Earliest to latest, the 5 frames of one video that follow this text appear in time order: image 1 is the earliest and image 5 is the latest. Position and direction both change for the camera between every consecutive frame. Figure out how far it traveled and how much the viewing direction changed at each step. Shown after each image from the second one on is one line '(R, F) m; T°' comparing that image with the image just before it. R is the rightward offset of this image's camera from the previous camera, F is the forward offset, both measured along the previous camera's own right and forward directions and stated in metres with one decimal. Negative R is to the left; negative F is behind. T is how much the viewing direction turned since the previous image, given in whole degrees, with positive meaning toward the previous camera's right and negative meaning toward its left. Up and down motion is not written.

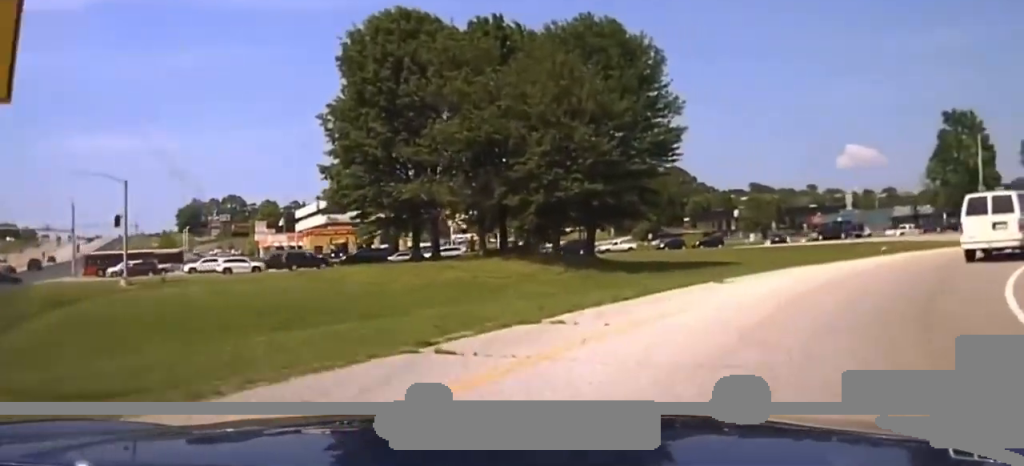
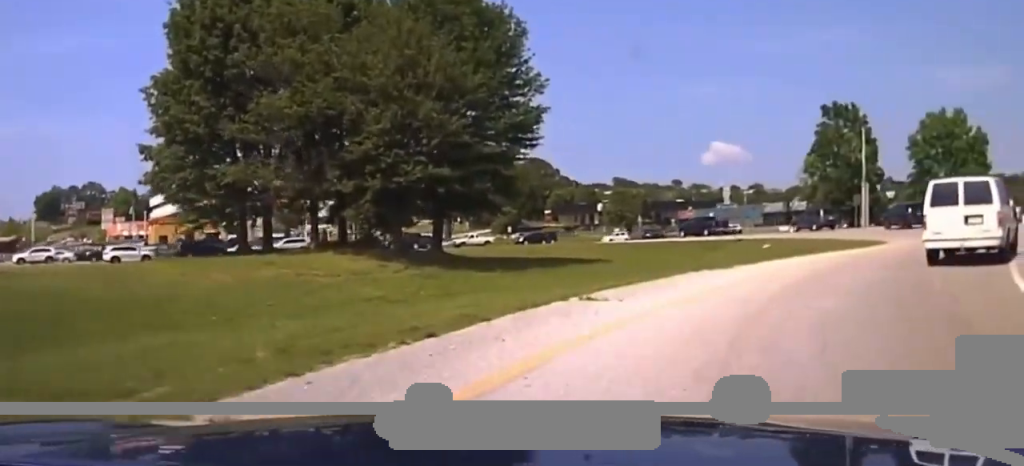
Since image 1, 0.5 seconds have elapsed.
(-0.1, +7.3) m; +7°
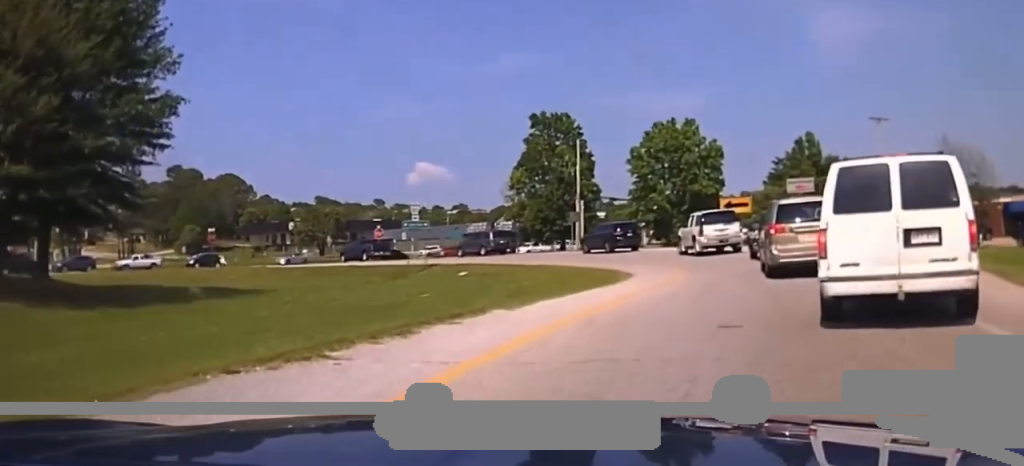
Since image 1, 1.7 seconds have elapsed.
(+3.4, +14.1) m; +22°
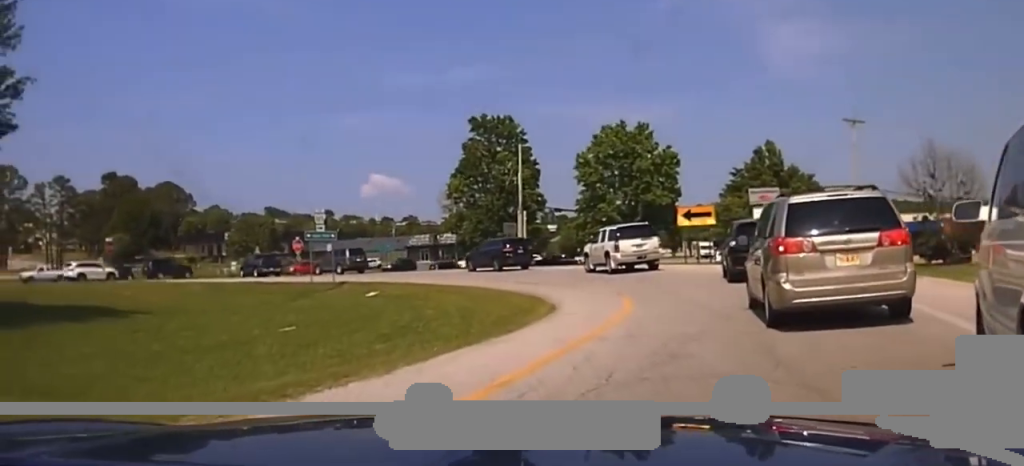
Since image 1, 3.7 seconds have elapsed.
(+1.4, +11.1) m; +4°
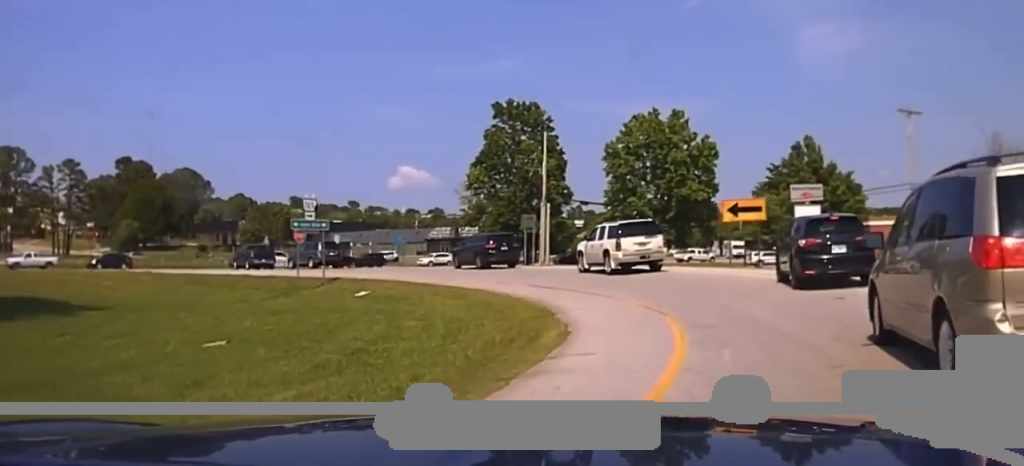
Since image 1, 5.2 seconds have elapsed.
(+0.1, +6.7) m; -1°
